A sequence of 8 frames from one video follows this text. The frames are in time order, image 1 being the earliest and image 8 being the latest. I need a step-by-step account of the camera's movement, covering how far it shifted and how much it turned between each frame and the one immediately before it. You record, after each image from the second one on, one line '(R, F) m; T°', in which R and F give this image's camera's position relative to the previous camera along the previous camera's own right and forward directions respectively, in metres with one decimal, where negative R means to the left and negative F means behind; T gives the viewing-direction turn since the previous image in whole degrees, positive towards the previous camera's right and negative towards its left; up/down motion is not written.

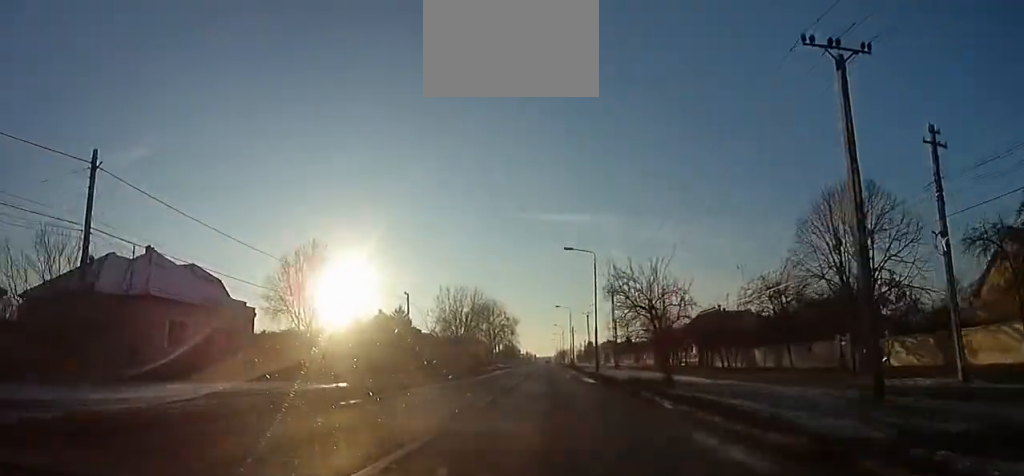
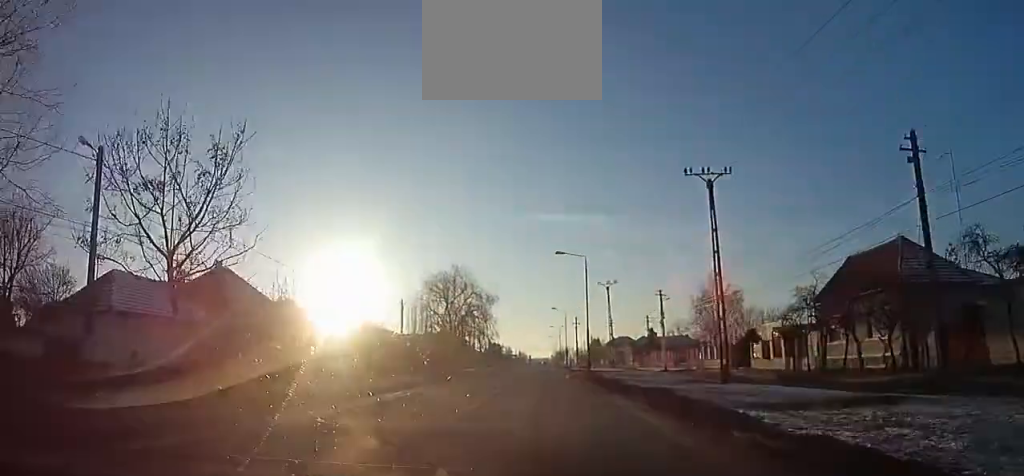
(-0.2, +40.8) m; -1°
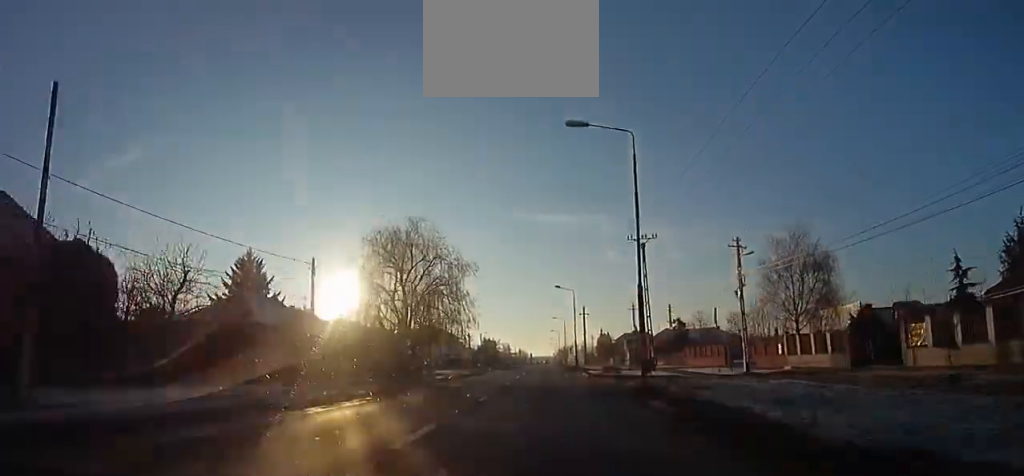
(-0.1, +22.7) m; 0°
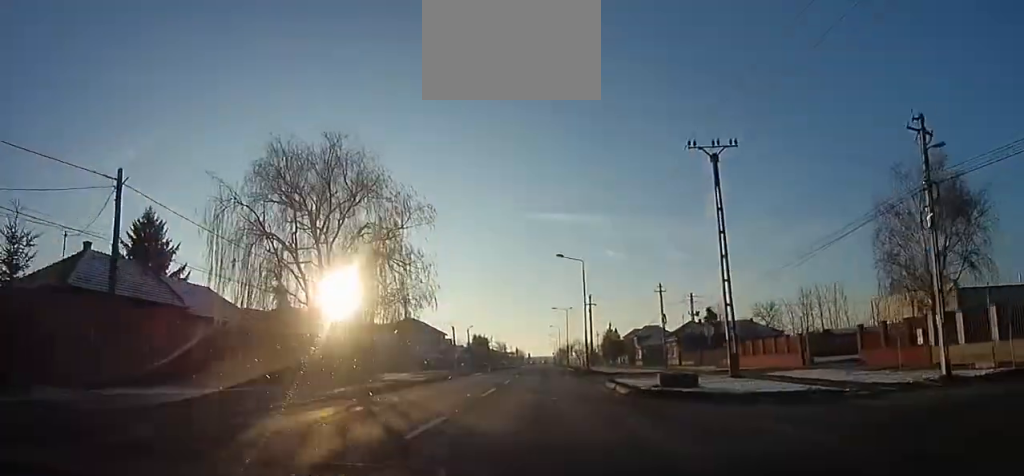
(-0.7, +18.0) m; 0°
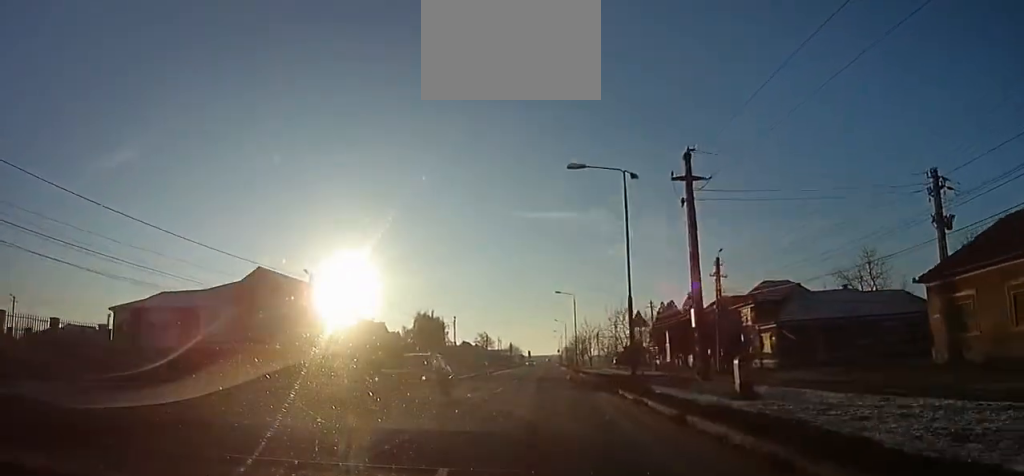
(+3.3, +60.4) m; +1°
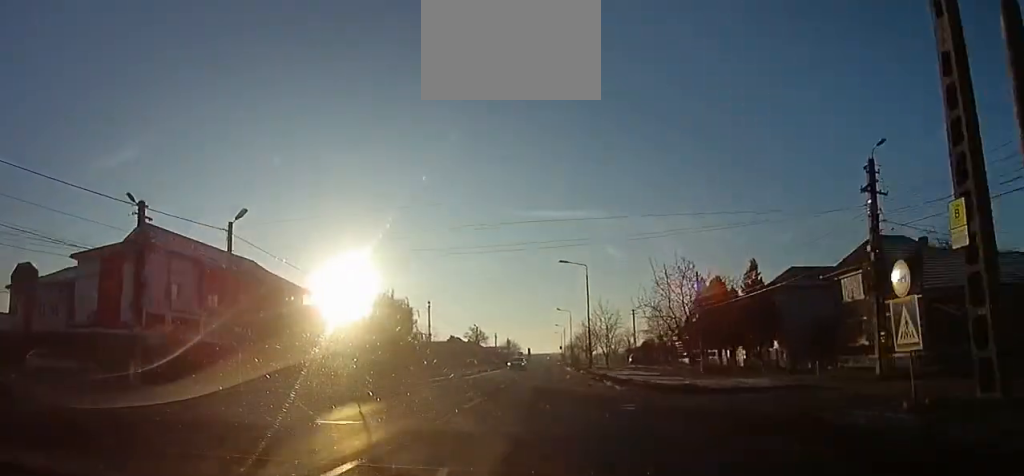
(-1.1, +18.3) m; 0°
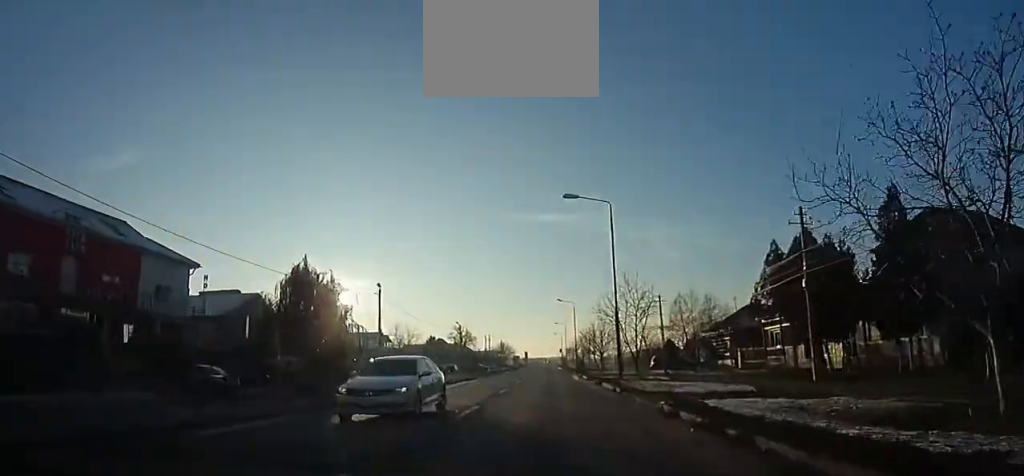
(0.0, +18.6) m; 0°
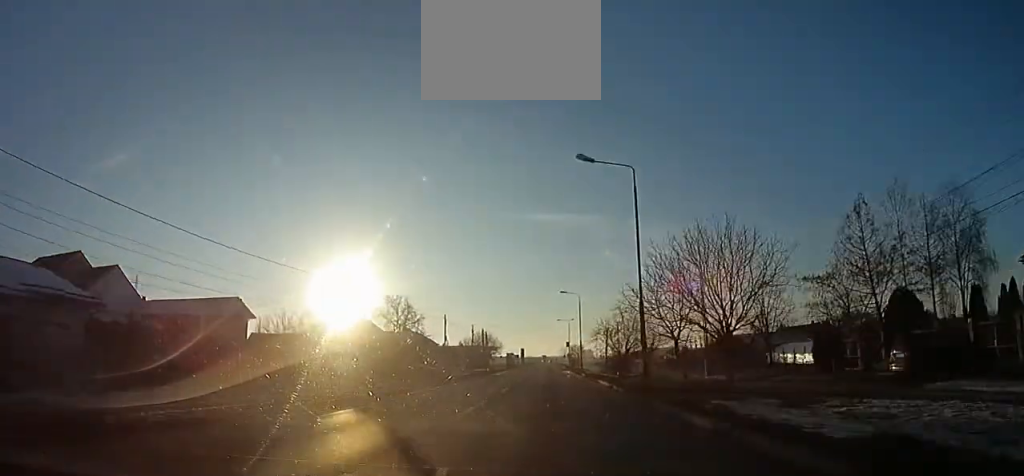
(+0.2, +46.9) m; 0°
